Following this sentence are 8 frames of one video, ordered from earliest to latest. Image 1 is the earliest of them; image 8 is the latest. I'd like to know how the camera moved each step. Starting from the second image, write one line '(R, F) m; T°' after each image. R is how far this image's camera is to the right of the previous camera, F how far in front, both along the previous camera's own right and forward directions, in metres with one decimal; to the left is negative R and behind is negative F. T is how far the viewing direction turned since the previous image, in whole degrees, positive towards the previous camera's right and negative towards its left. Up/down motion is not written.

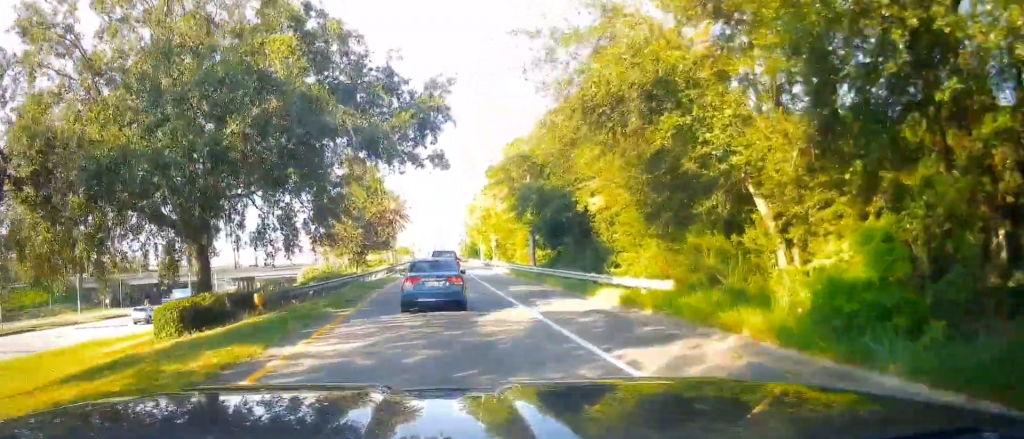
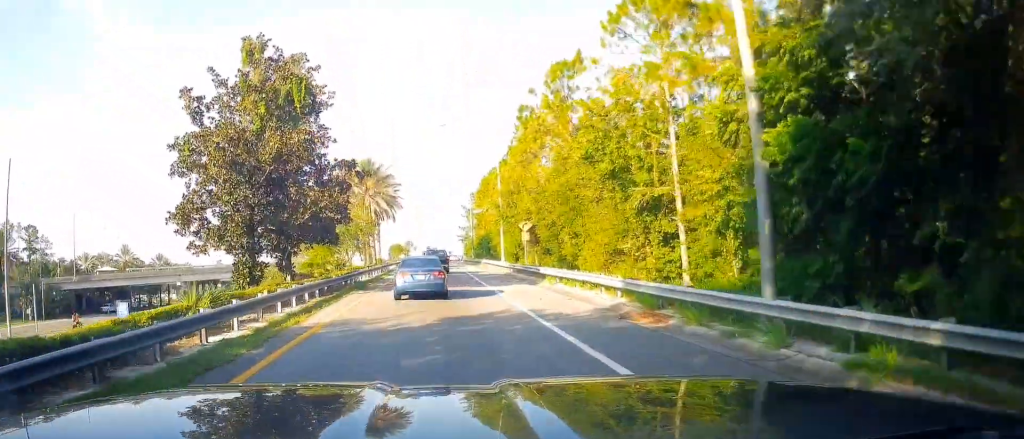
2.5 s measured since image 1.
(-4.0, +26.2) m; +1°
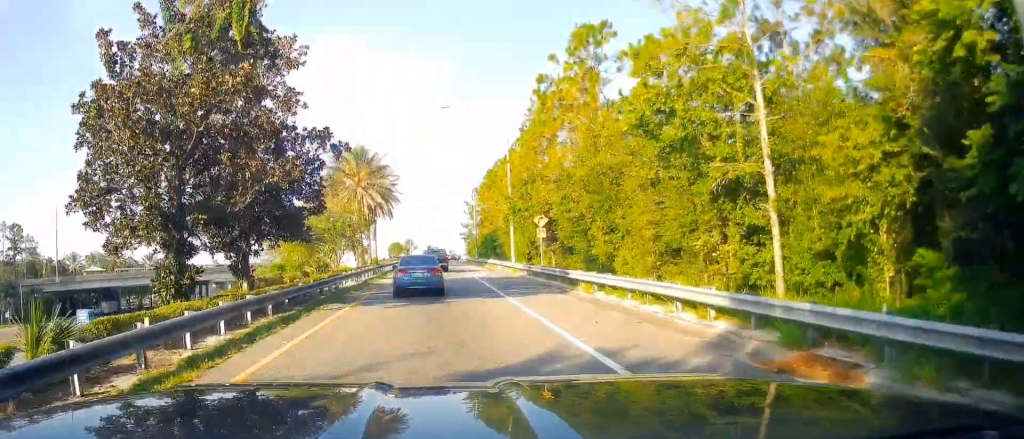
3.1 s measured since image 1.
(-0.3, +6.6) m; -2°
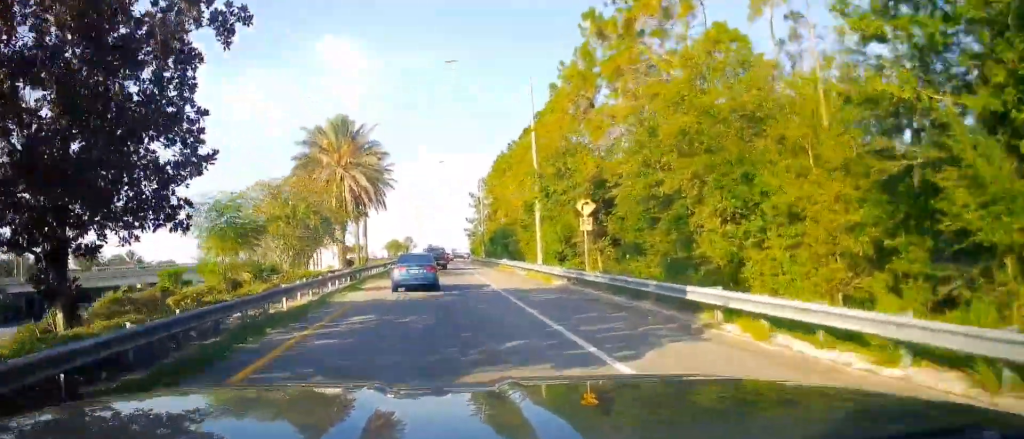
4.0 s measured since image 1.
(-0.2, +11.3) m; -1°
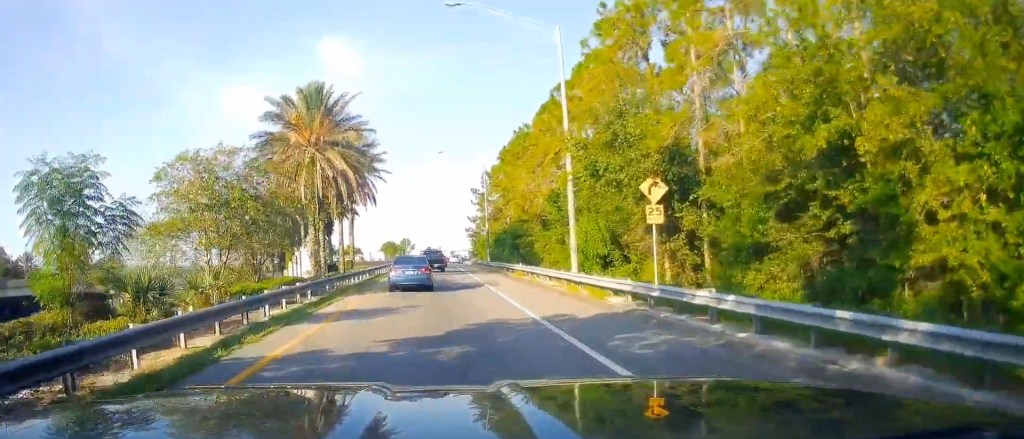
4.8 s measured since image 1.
(0.0, +9.0) m; 0°
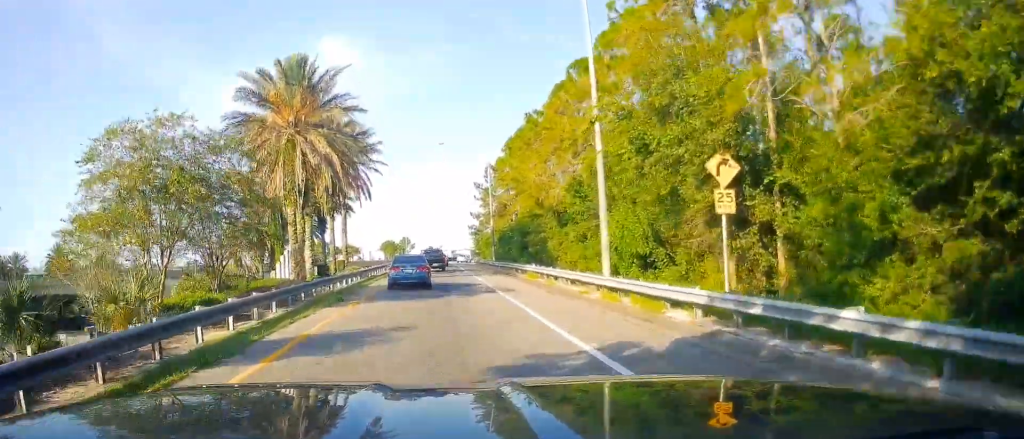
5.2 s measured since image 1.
(0.0, +4.8) m; 0°
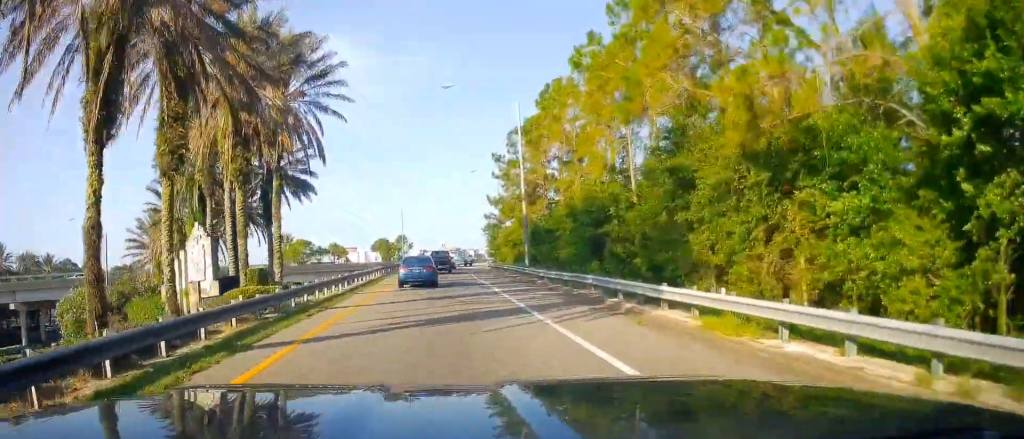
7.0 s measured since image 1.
(0.0, +21.9) m; -1°
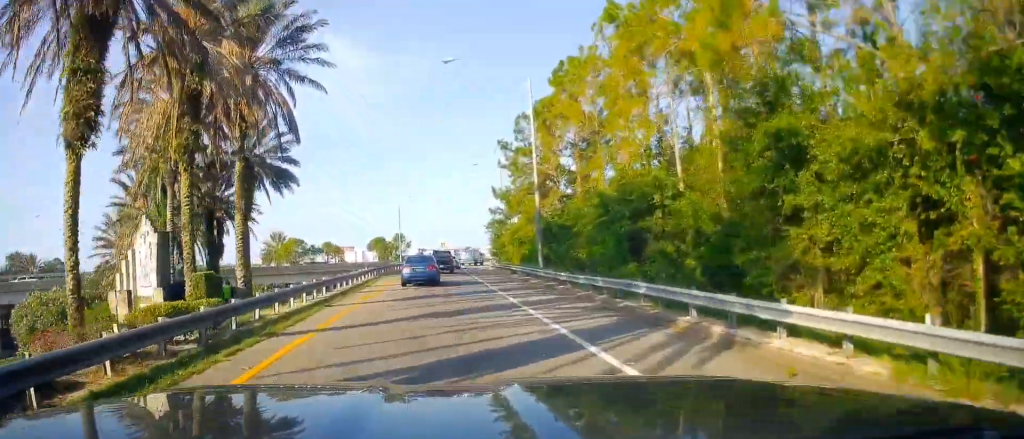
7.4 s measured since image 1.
(+0.1, +5.5) m; -1°
